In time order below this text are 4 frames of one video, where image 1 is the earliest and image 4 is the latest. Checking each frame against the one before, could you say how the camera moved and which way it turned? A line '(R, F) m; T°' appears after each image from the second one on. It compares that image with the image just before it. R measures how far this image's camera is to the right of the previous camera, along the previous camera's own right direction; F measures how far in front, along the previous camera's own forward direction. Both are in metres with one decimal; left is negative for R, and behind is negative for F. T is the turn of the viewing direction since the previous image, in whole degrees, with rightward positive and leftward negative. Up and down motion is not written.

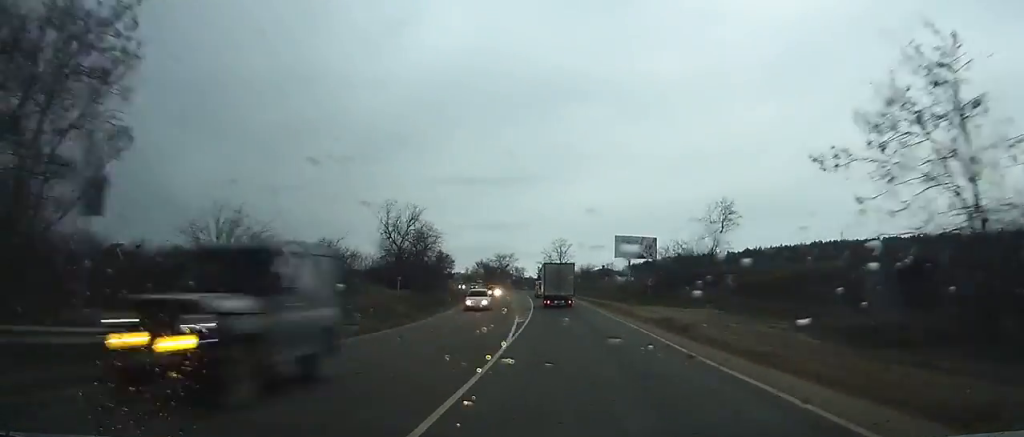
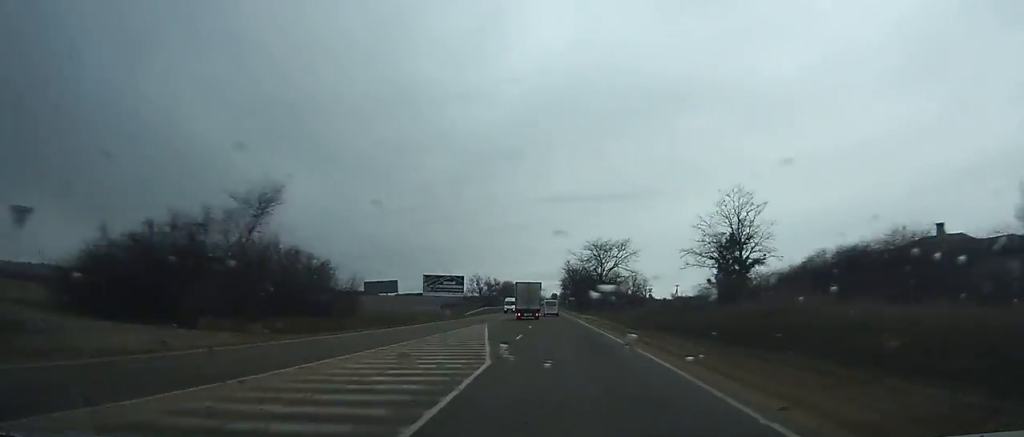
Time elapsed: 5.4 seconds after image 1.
(-10.8, +110.9) m; -10°
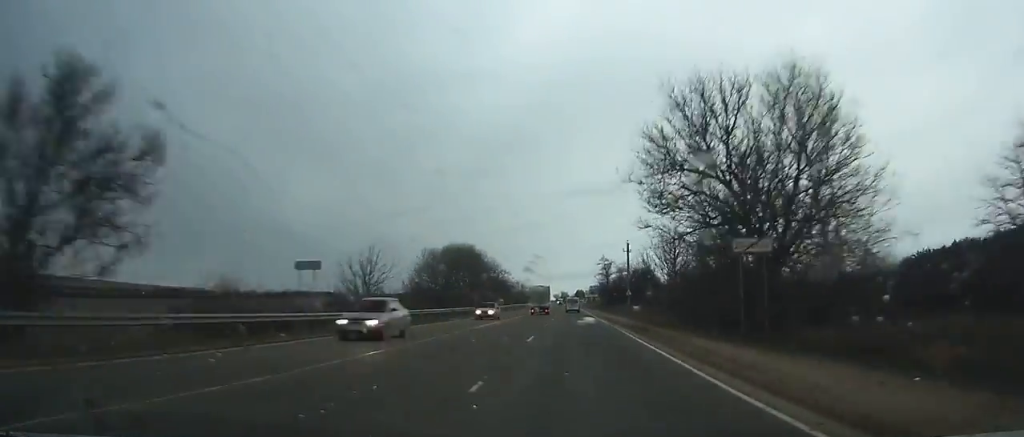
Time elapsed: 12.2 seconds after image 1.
(-4.6, +146.8) m; -2°
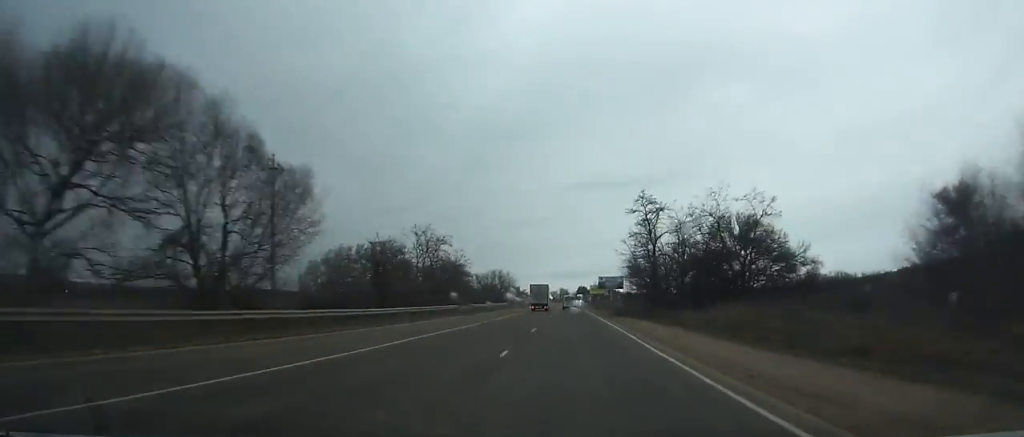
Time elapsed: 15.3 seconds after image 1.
(-0.1, +66.9) m; 0°
